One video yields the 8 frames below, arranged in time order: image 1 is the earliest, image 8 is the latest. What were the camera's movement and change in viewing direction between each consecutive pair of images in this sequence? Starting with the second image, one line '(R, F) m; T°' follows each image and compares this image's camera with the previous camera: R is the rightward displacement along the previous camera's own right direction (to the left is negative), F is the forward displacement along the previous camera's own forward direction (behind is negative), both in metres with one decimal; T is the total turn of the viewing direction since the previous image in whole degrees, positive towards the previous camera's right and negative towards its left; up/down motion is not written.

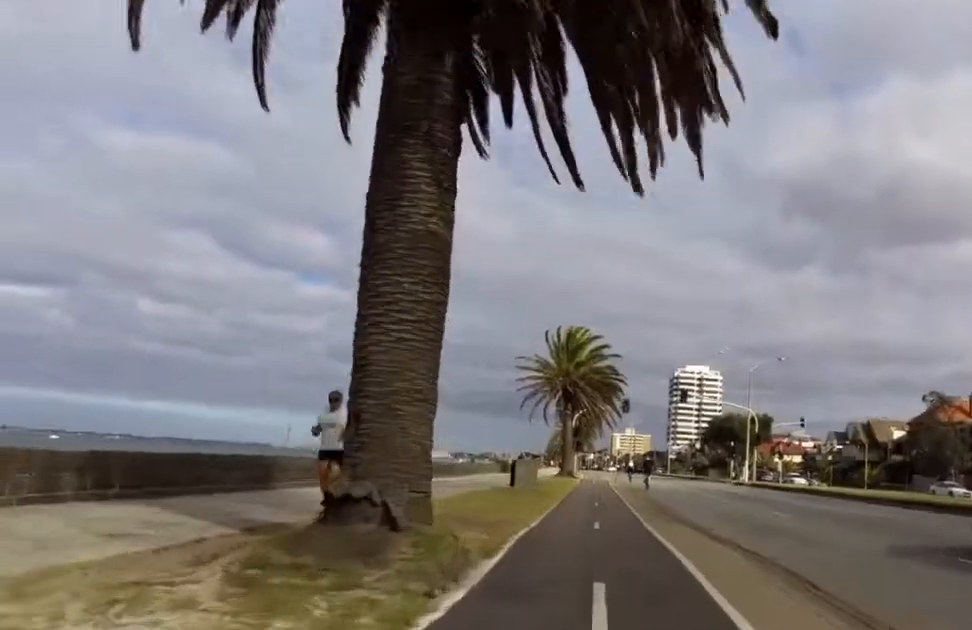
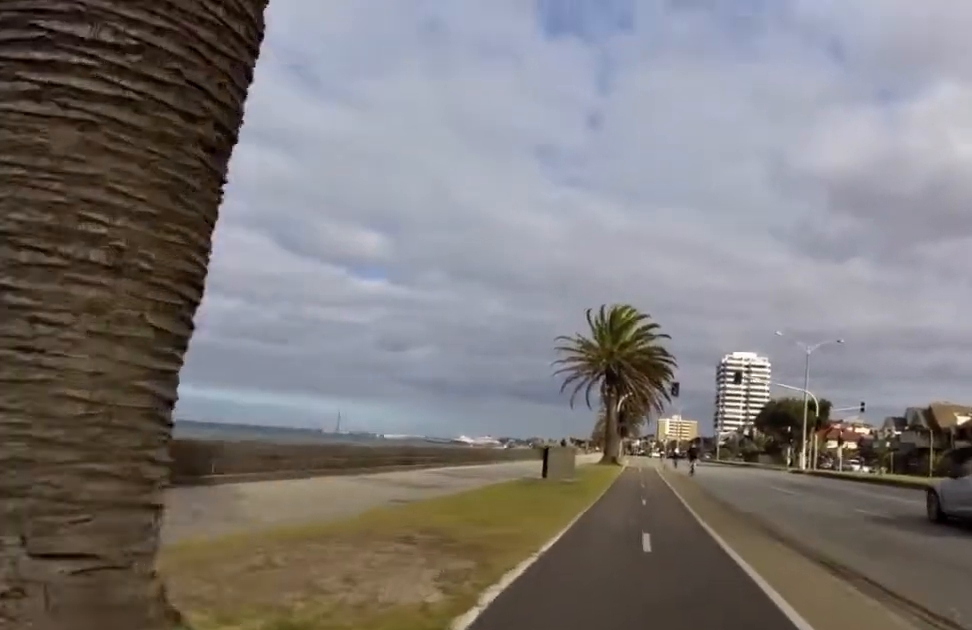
(-0.2, +4.2) m; 0°
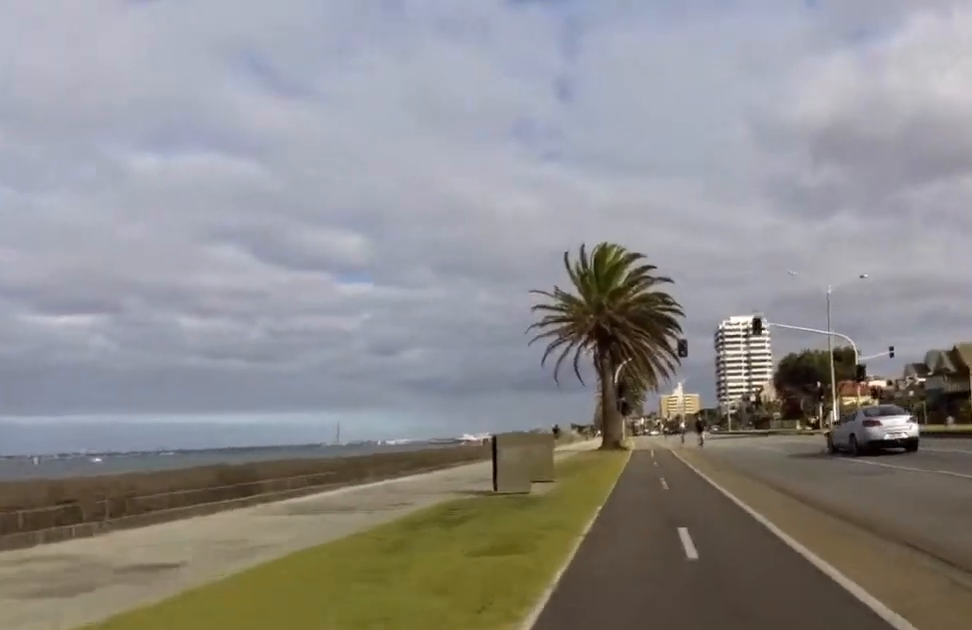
(+0.2, +9.7) m; -5°
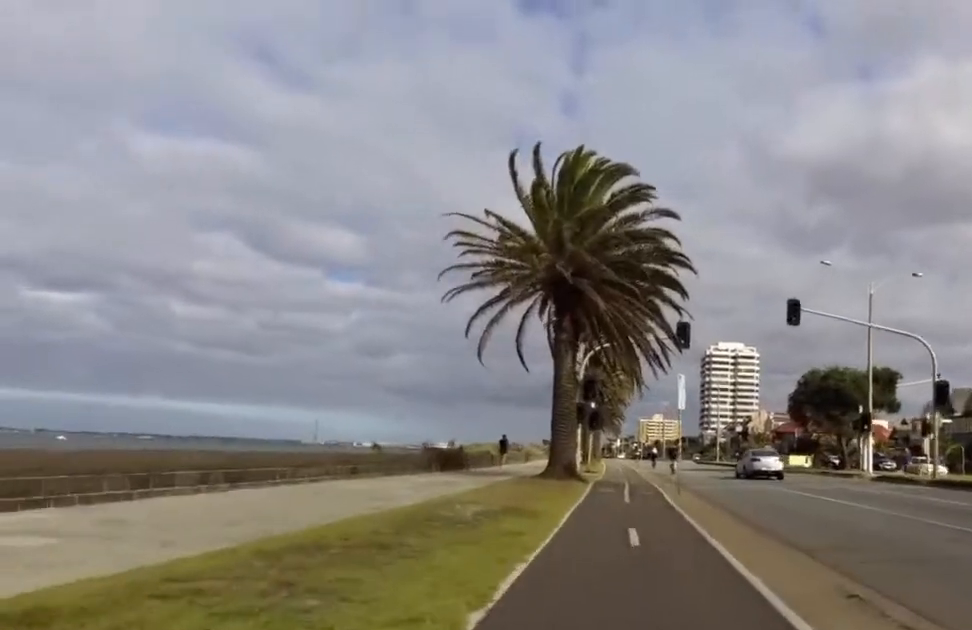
(-0.5, +14.4) m; -1°
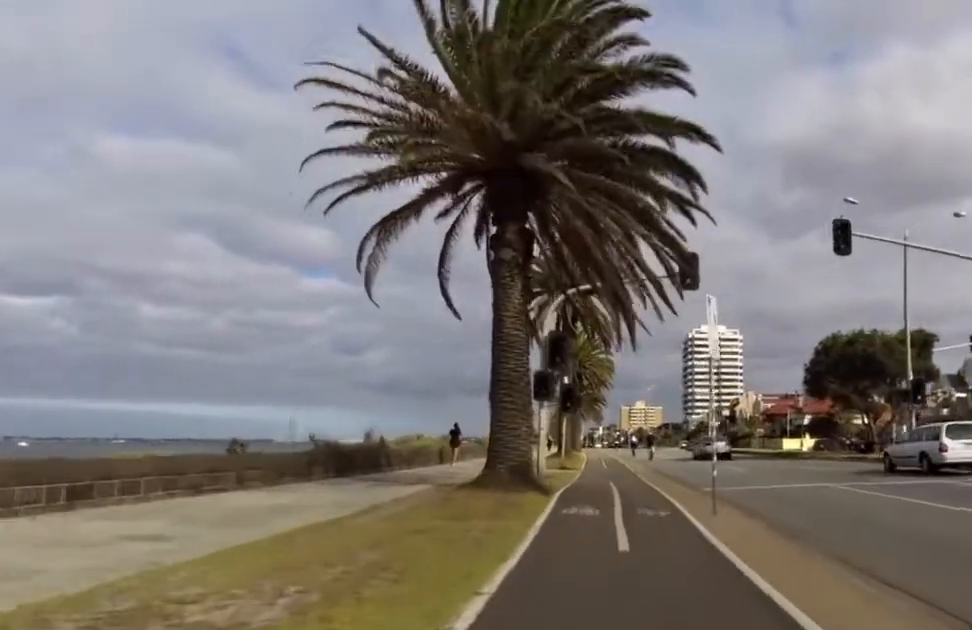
(-0.3, +9.1) m; +3°
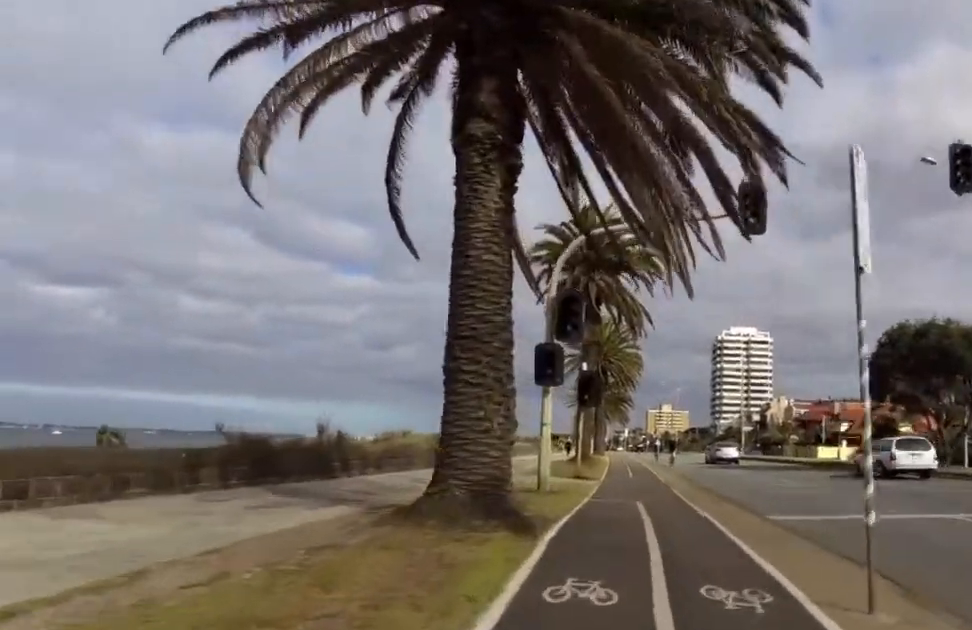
(+0.2, +5.6) m; +2°
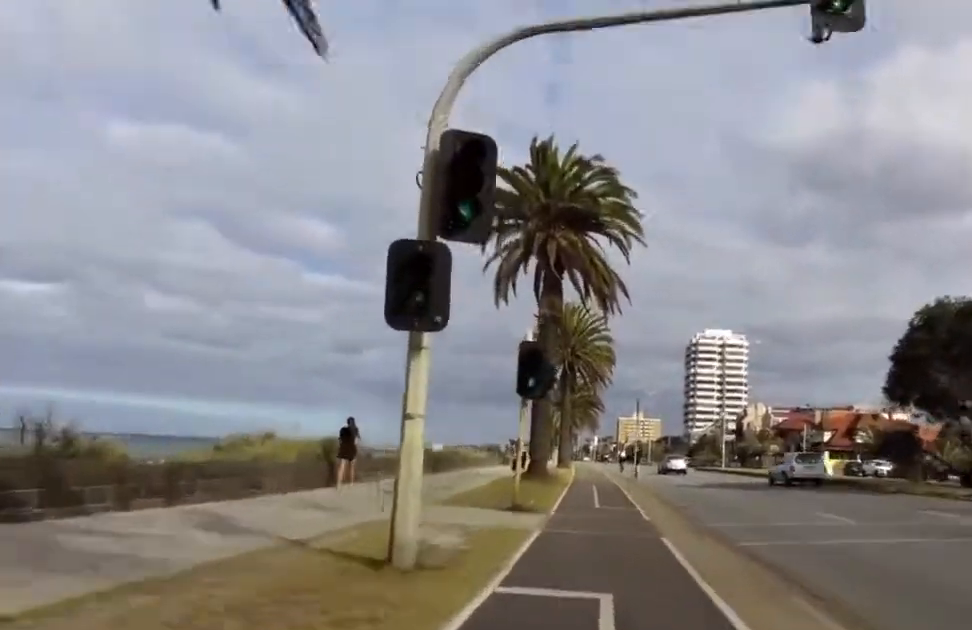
(+0.6, +7.4) m; -2°
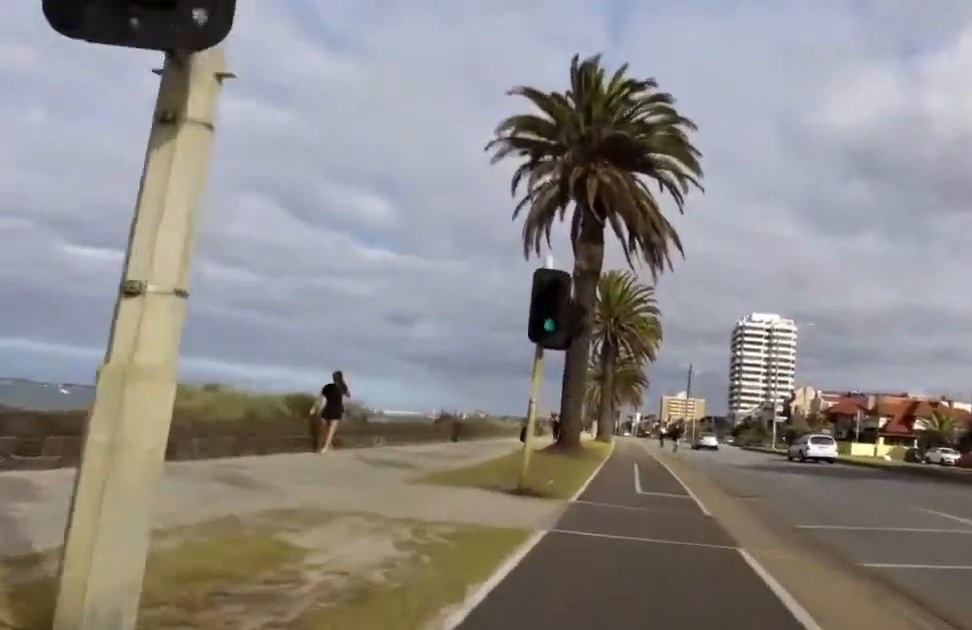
(-1.0, +4.5) m; -3°
